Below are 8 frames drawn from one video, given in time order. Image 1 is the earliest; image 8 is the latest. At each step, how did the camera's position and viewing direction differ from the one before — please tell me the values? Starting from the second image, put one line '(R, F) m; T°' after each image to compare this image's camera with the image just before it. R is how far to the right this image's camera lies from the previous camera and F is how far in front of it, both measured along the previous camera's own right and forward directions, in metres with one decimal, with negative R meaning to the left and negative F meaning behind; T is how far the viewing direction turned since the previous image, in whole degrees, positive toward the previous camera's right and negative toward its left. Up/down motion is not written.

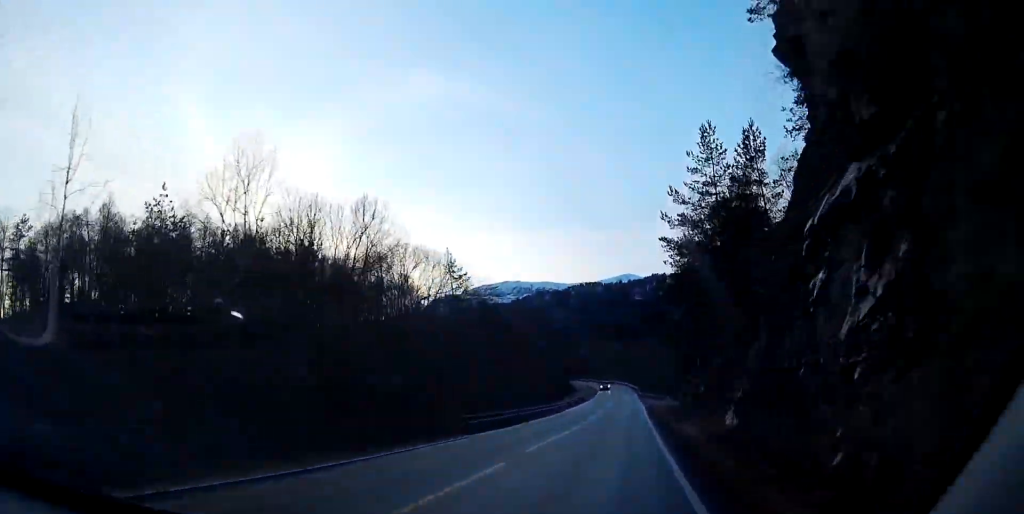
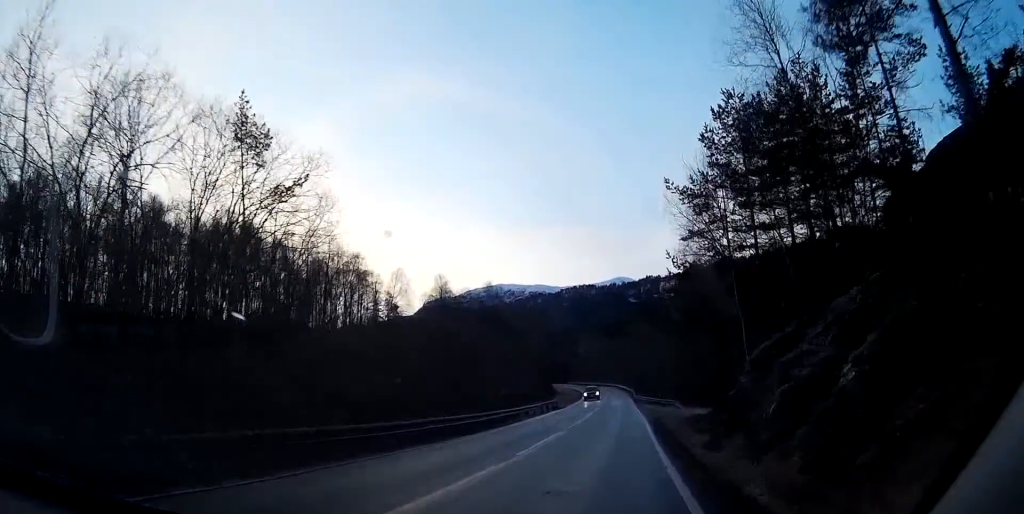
(+0.2, +24.4) m; -1°
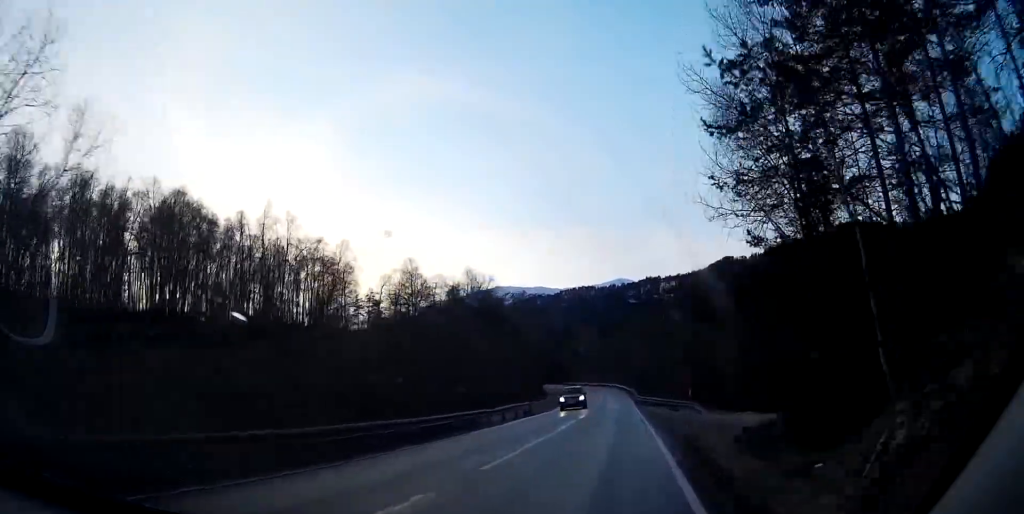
(-0.4, +16.0) m; -1°
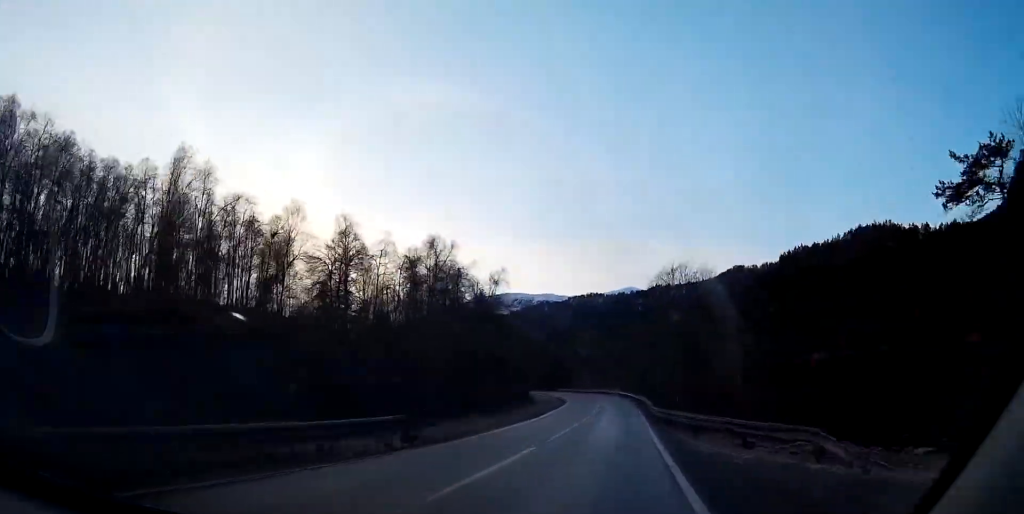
(-0.1, +26.5) m; 0°
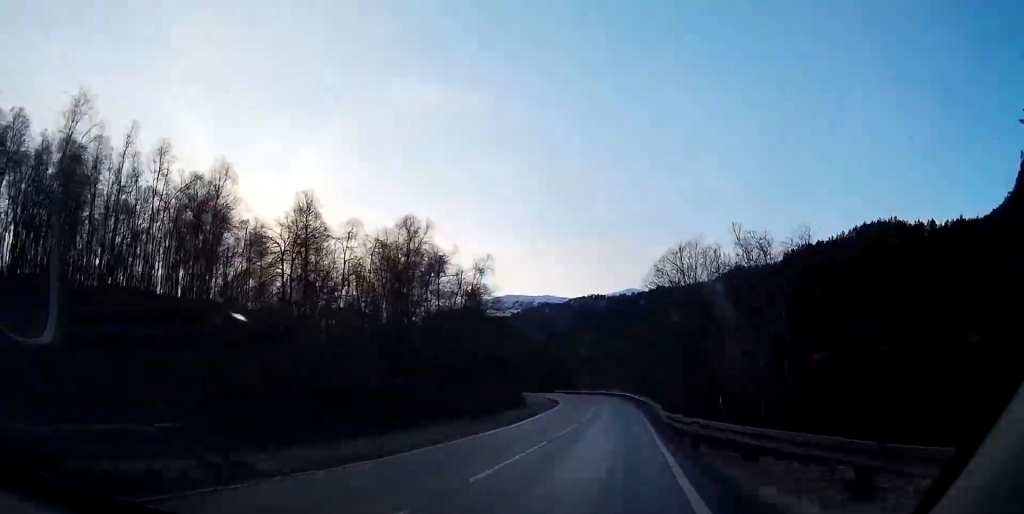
(0.0, +9.6) m; 0°
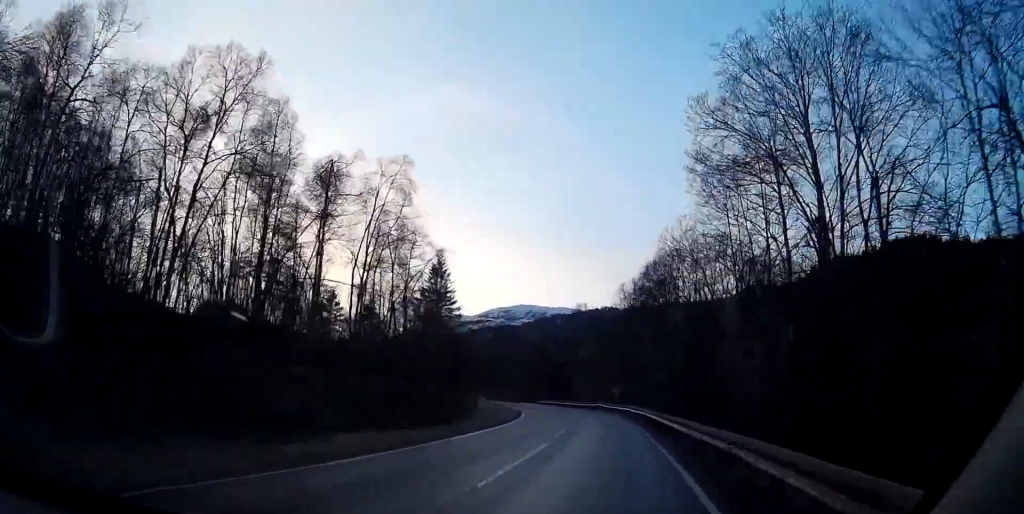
(+0.1, +35.2) m; 0°
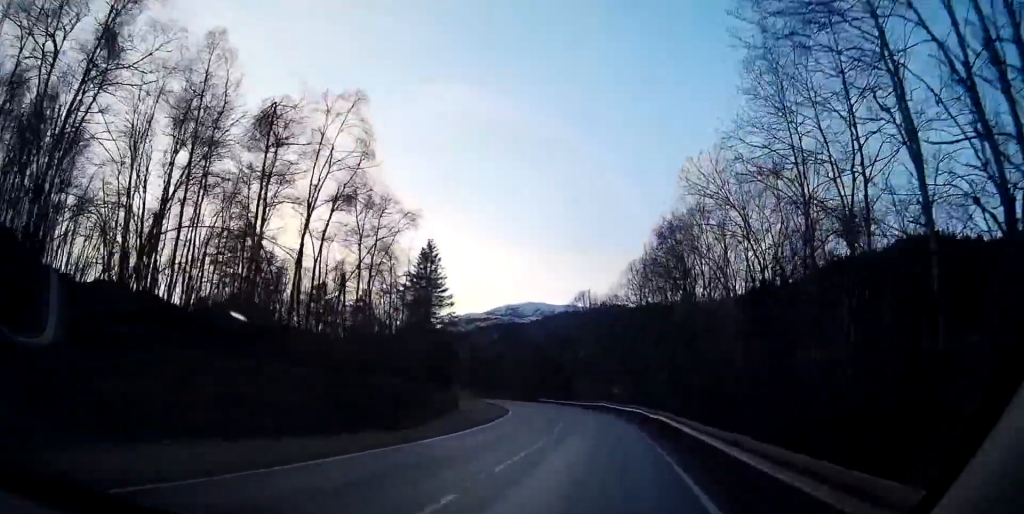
(0.0, +10.0) m; 0°
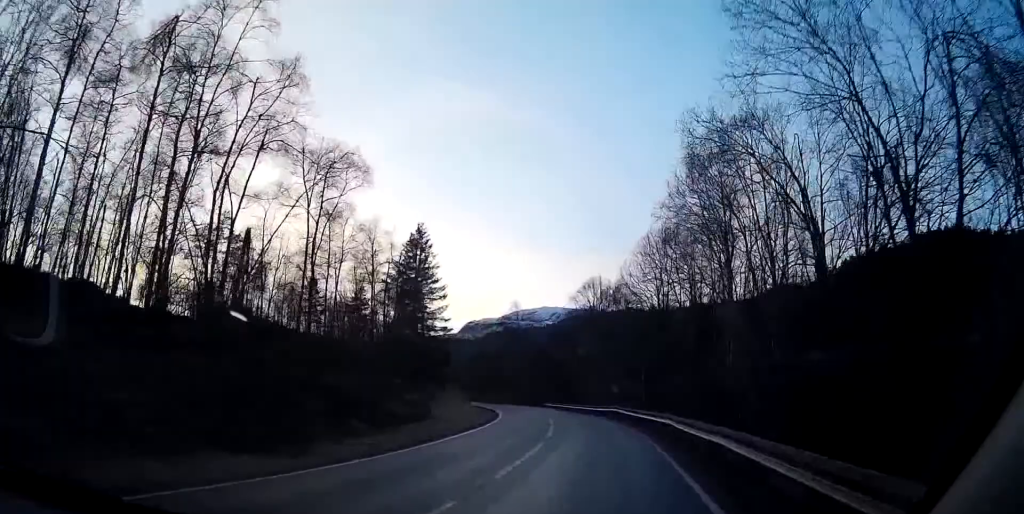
(-0.1, +11.8) m; -1°
